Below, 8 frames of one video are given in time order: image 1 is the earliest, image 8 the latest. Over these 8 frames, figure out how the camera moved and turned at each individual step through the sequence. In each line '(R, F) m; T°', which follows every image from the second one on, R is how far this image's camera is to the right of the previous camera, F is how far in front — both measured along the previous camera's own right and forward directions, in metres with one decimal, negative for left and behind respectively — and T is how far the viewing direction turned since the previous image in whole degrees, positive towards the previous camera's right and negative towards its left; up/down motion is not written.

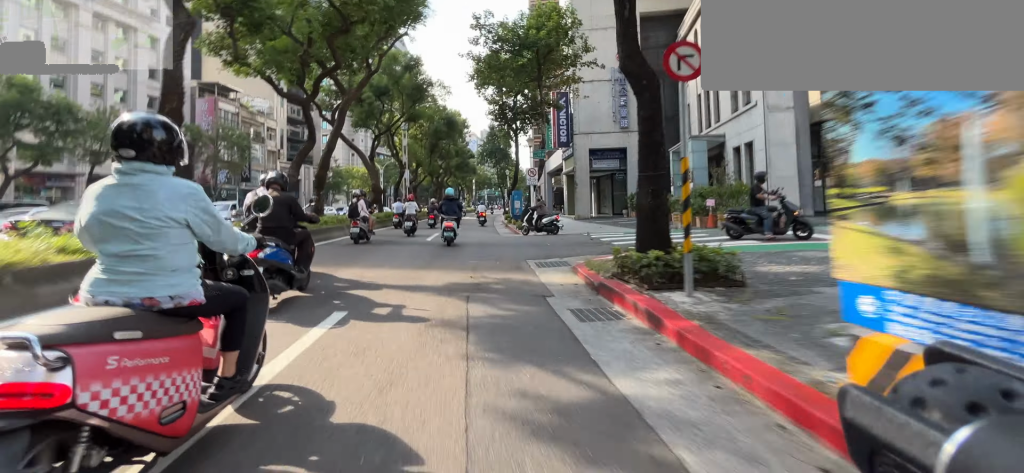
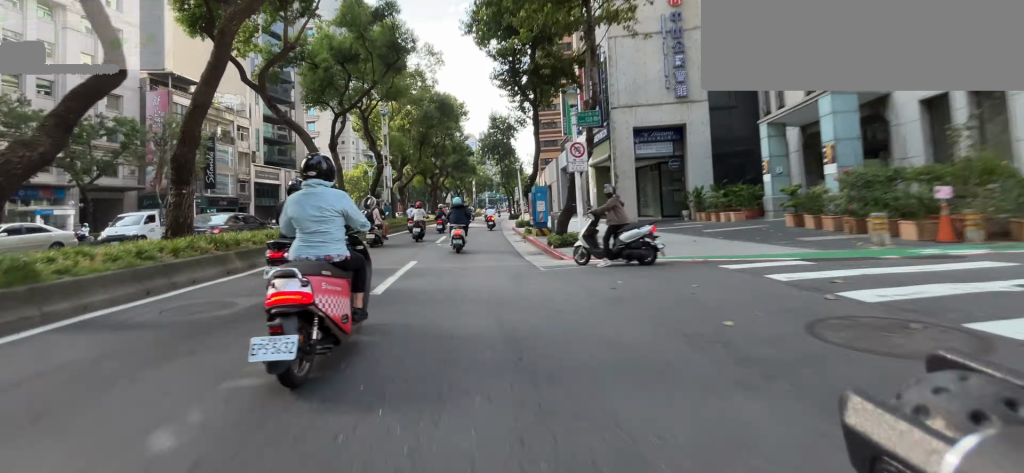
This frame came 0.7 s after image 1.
(0.0, +8.2) m; 0°
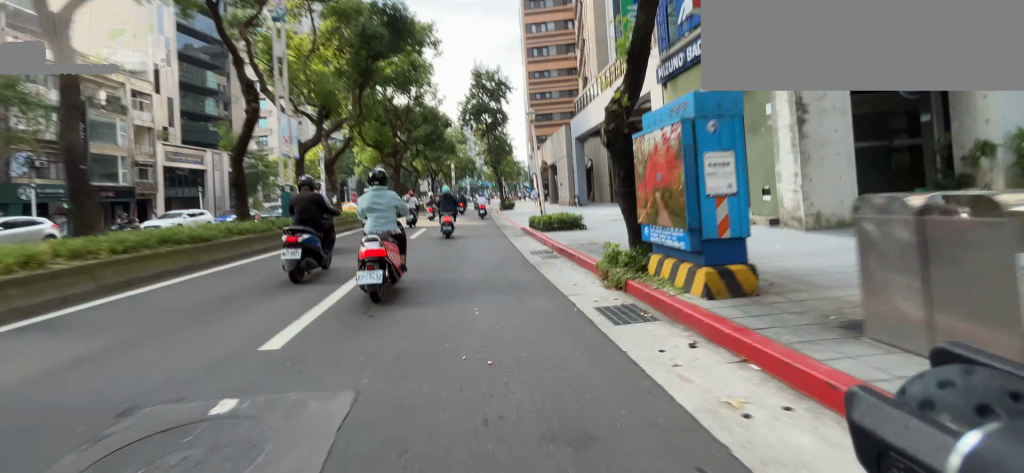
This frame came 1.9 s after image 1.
(+0.1, +13.1) m; +1°
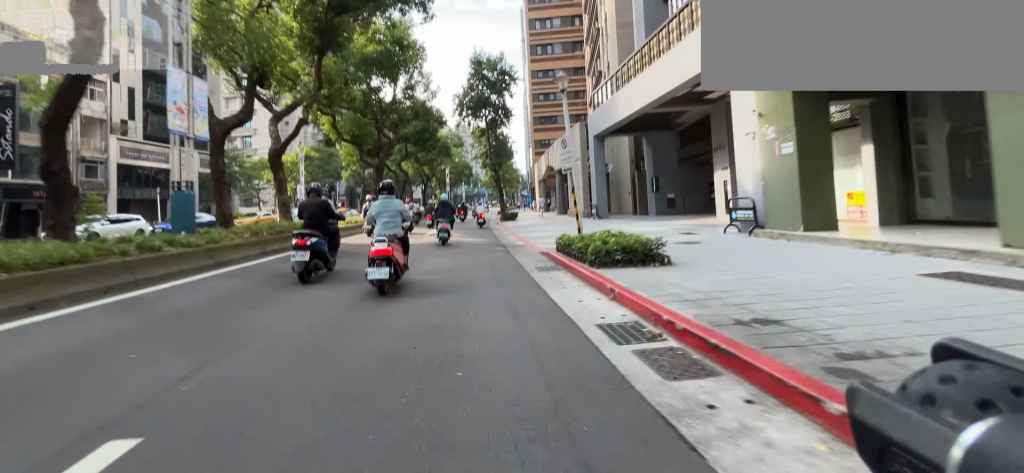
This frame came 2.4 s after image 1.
(0.0, +5.3) m; 0°
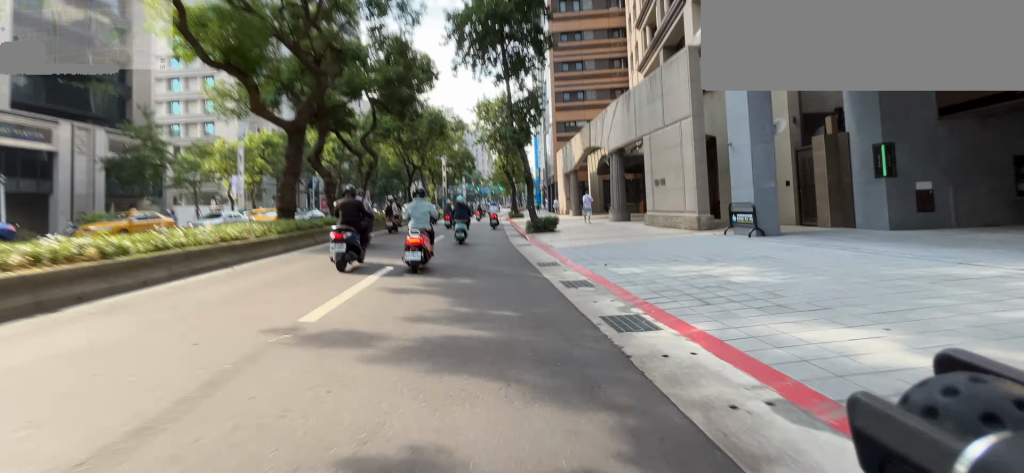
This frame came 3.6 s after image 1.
(0.0, +13.8) m; +1°
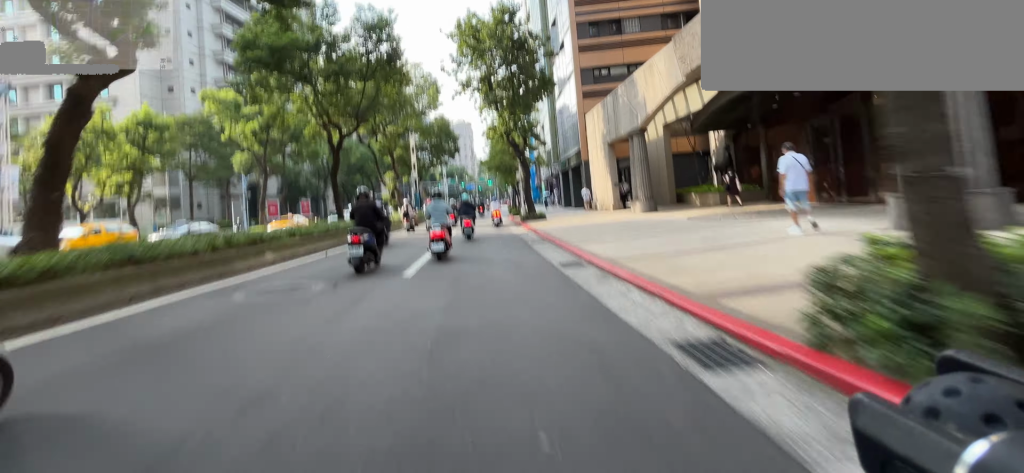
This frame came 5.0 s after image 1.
(+0.3, +16.7) m; +2°
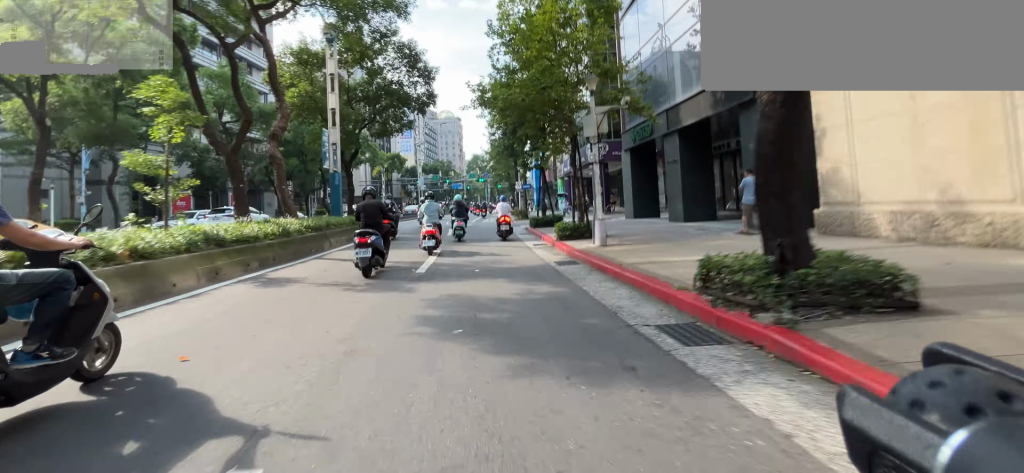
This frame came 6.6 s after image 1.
(+1.0, +19.9) m; +4°
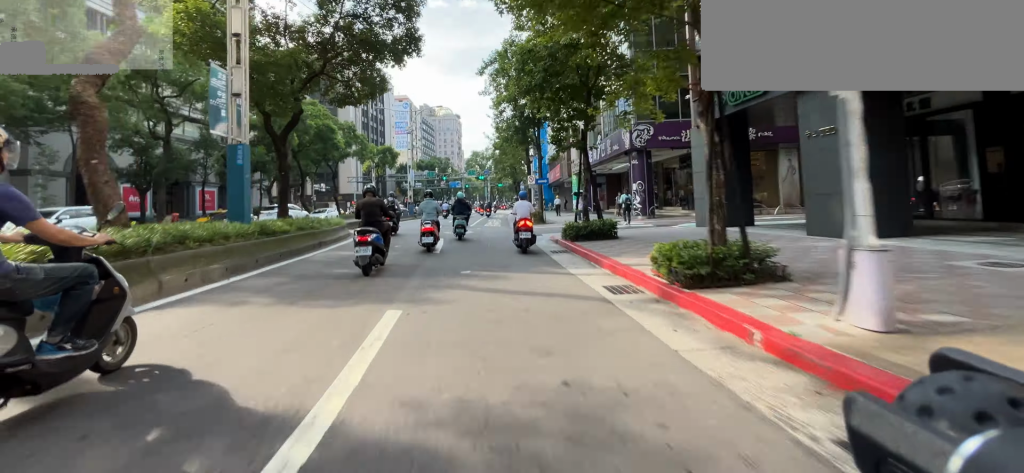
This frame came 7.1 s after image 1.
(-0.1, +7.3) m; 0°
